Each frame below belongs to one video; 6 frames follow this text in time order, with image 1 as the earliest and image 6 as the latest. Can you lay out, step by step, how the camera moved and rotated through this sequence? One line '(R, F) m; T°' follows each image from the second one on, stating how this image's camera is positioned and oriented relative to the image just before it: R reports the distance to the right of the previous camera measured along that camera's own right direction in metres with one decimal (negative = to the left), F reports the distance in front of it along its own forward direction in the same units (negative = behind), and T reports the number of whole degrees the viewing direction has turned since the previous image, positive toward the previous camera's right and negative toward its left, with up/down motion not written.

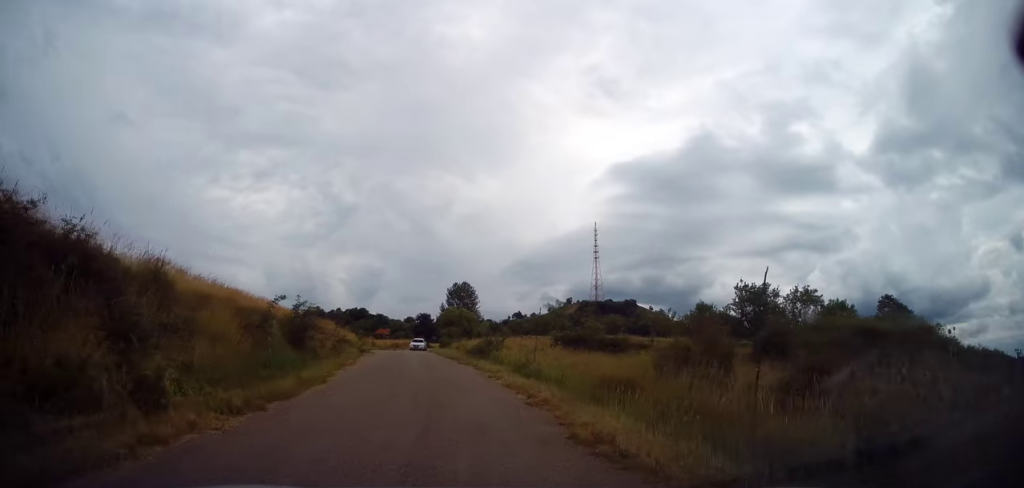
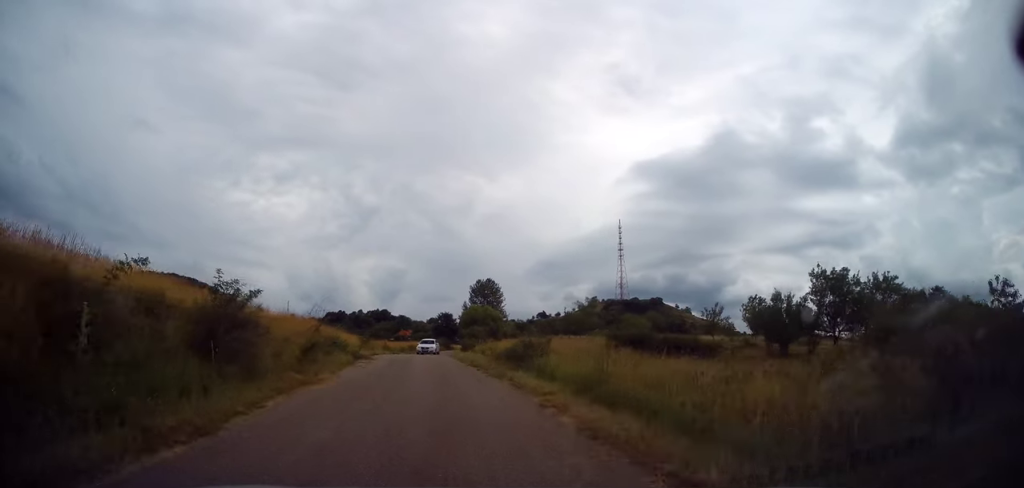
(0.0, +6.2) m; -3°
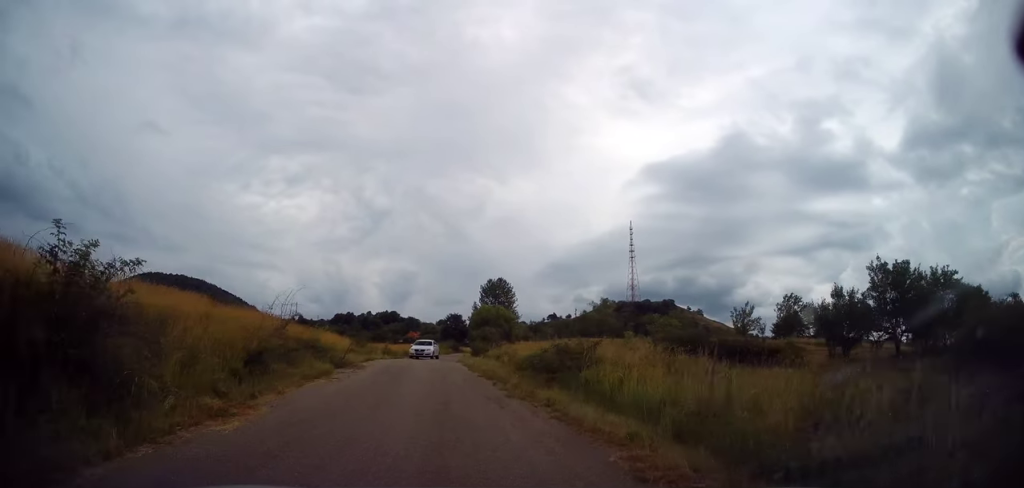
(-0.3, +4.5) m; -1°
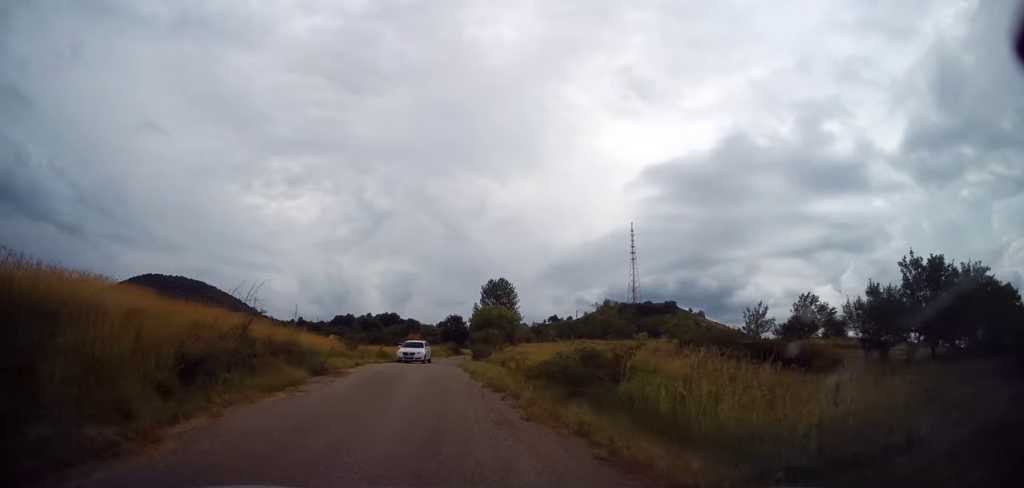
(0.0, +2.7) m; -1°
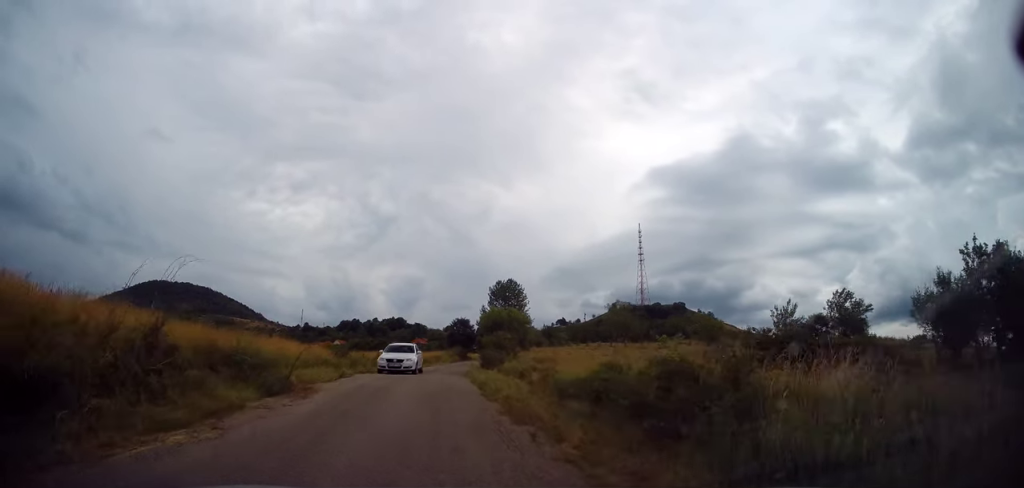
(+0.2, +4.3) m; -1°
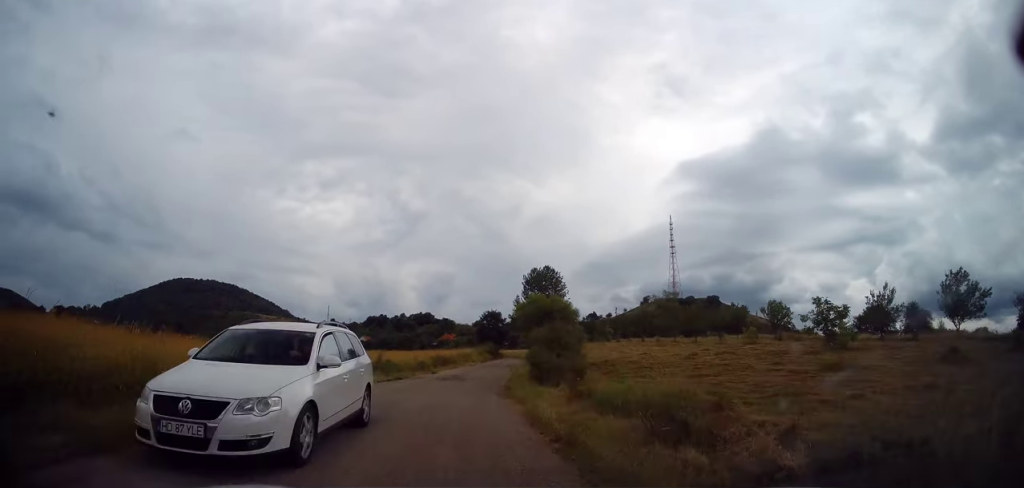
(-0.5, +10.5) m; 0°
